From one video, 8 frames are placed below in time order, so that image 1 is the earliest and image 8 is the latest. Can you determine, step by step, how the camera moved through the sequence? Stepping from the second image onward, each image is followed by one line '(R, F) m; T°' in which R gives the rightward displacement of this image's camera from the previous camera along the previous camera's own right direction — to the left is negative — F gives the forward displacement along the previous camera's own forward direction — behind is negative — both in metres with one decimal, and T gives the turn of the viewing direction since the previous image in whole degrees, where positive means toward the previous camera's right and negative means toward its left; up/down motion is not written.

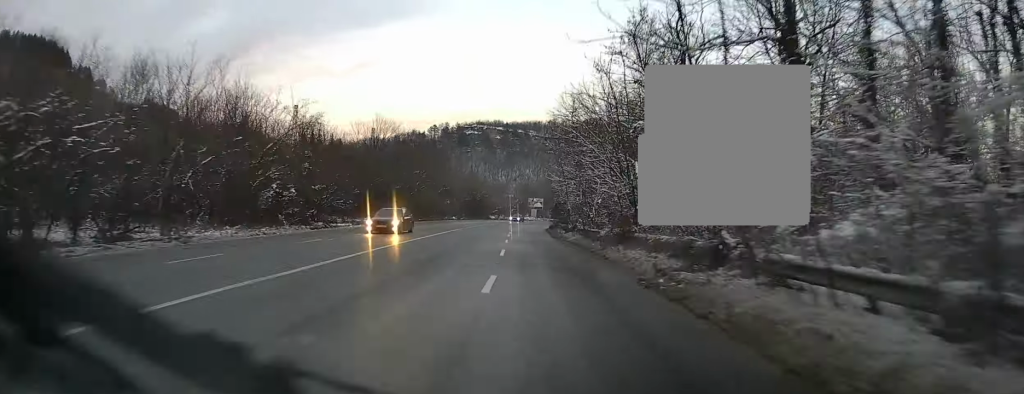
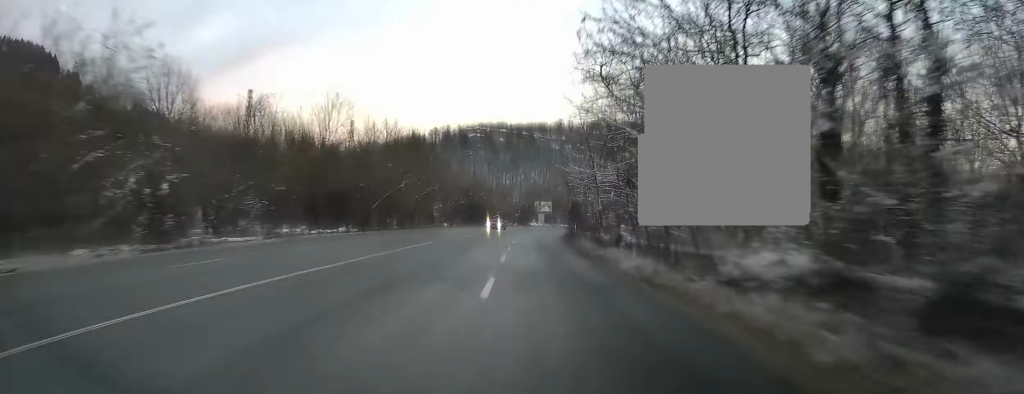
(0.0, +18.0) m; 0°
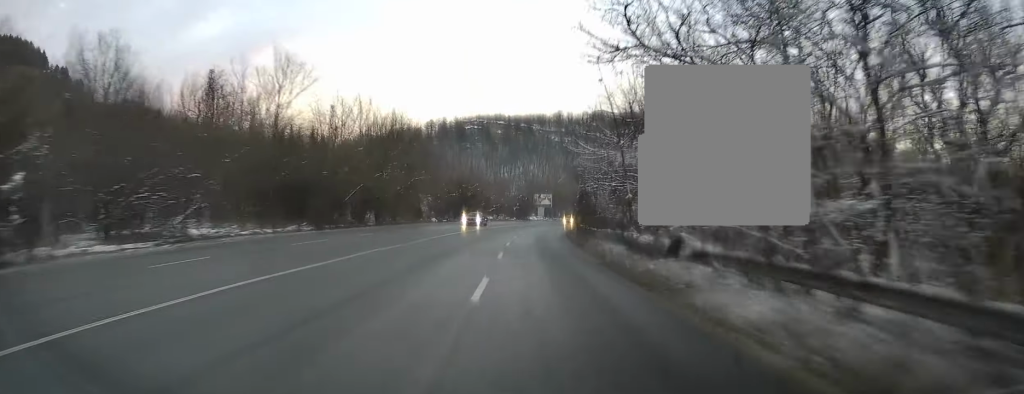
(0.0, +9.7) m; 0°
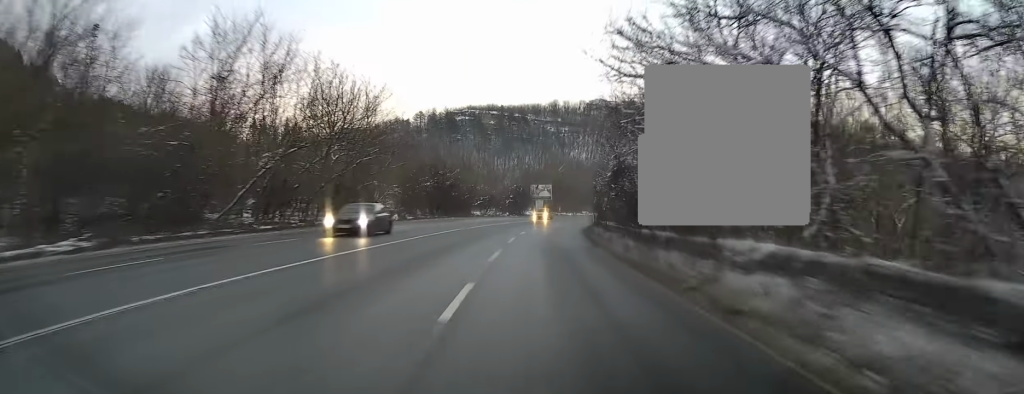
(+0.1, +20.0) m; +1°
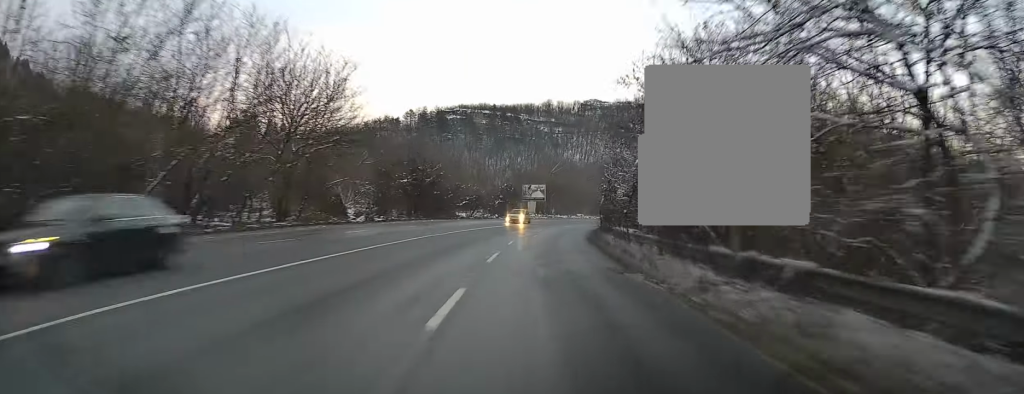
(0.0, +8.7) m; +1°
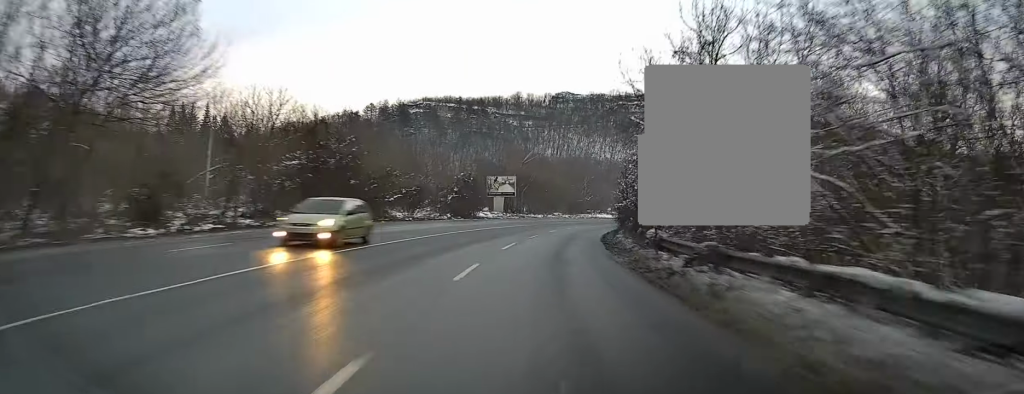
(+0.7, +22.1) m; +4°
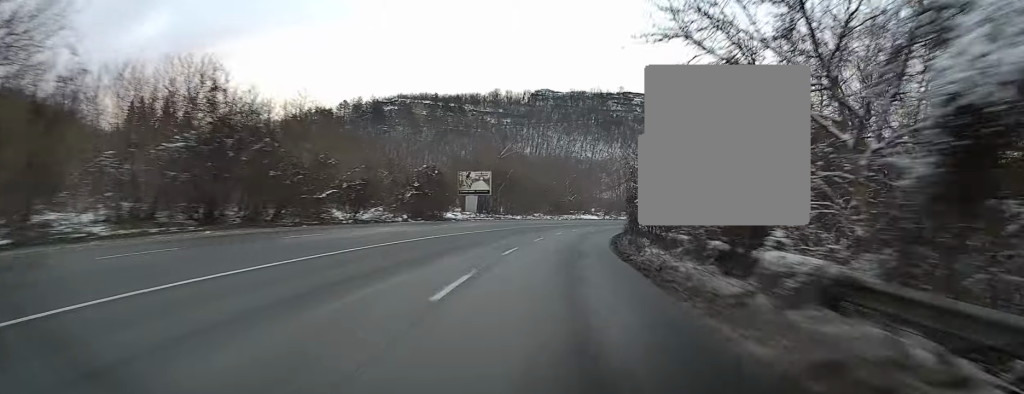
(+0.2, +11.3) m; +2°
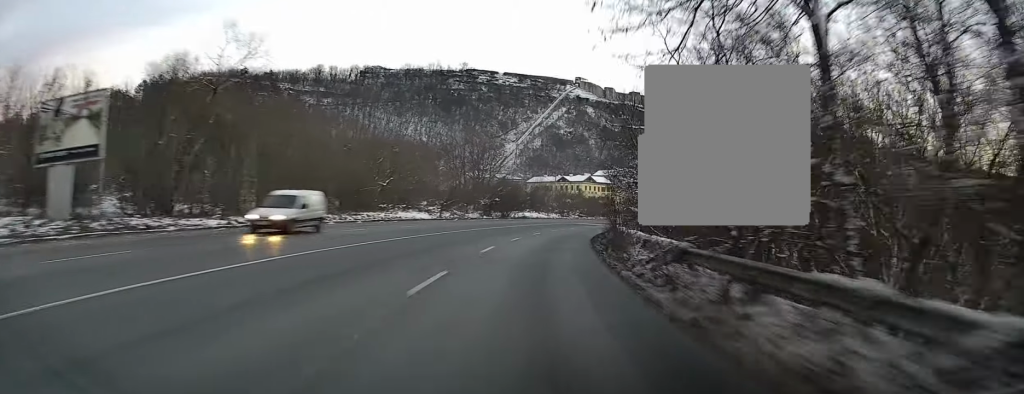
(+6.5, +51.9) m; +15°
